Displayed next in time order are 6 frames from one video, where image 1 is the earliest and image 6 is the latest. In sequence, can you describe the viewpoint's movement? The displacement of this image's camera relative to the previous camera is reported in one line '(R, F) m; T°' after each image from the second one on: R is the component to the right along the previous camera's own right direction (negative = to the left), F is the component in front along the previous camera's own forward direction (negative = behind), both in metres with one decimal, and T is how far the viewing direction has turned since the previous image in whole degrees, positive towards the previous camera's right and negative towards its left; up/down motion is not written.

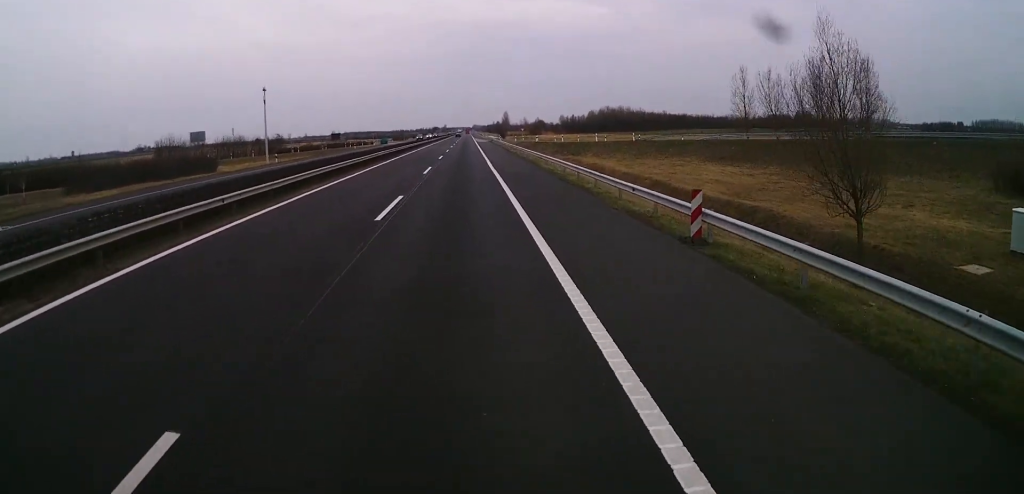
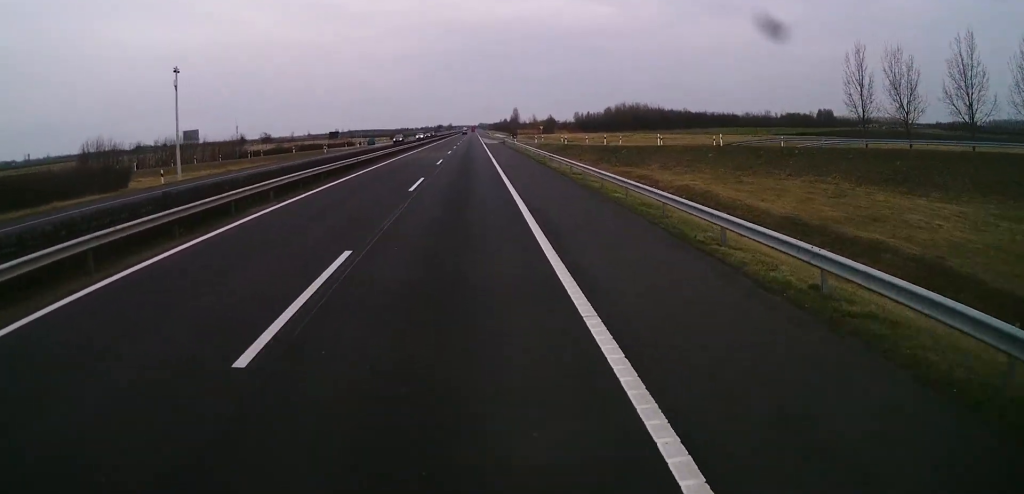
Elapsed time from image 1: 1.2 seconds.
(0.0, +28.6) m; 0°
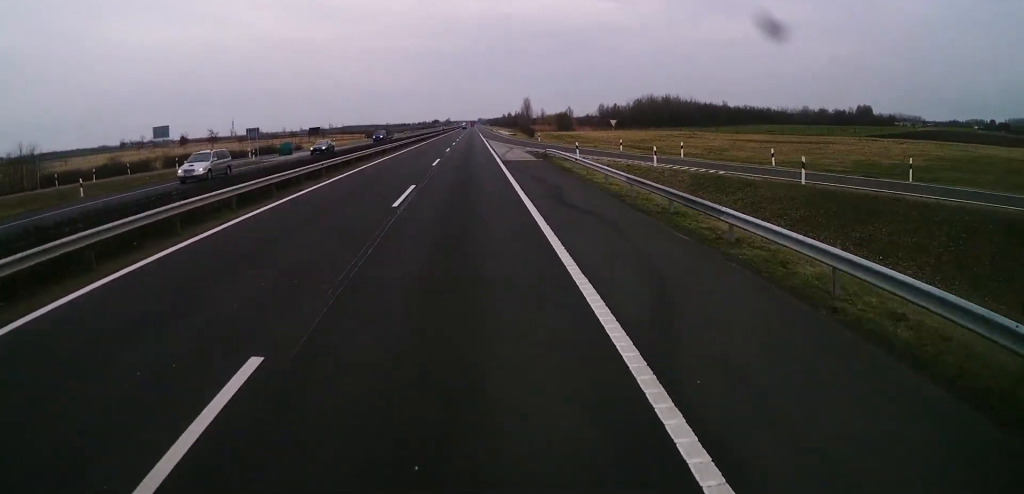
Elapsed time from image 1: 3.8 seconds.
(+0.3, +60.1) m; 0°
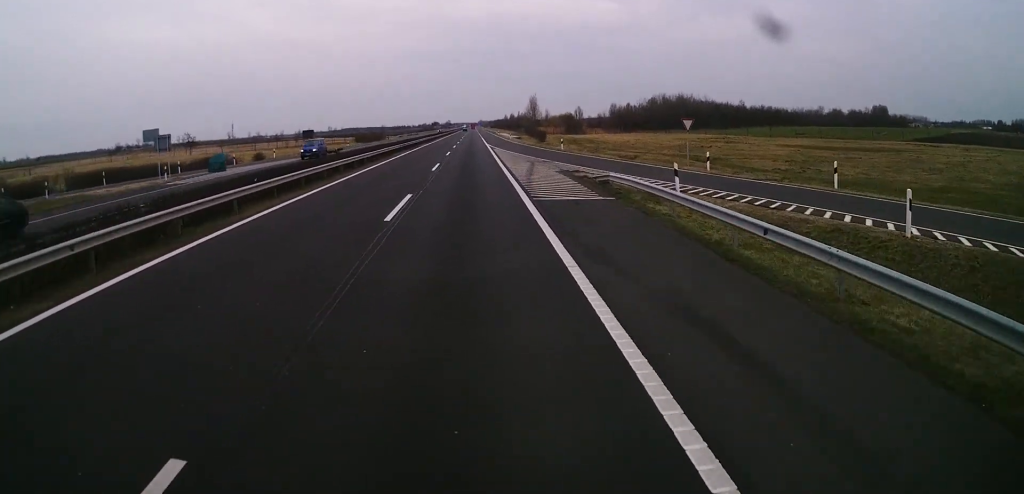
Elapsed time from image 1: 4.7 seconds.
(-0.3, +20.0) m; 0°
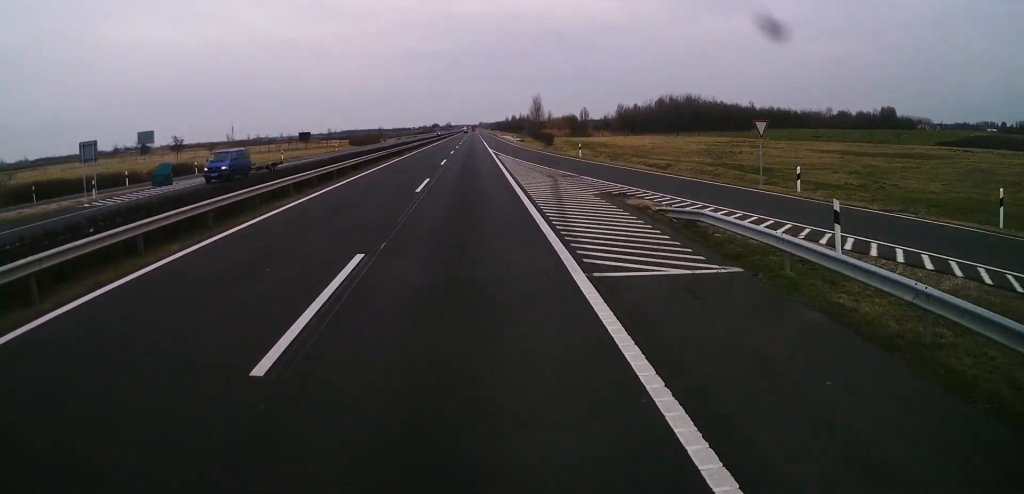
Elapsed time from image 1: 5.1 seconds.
(-0.2, +10.0) m; 0°
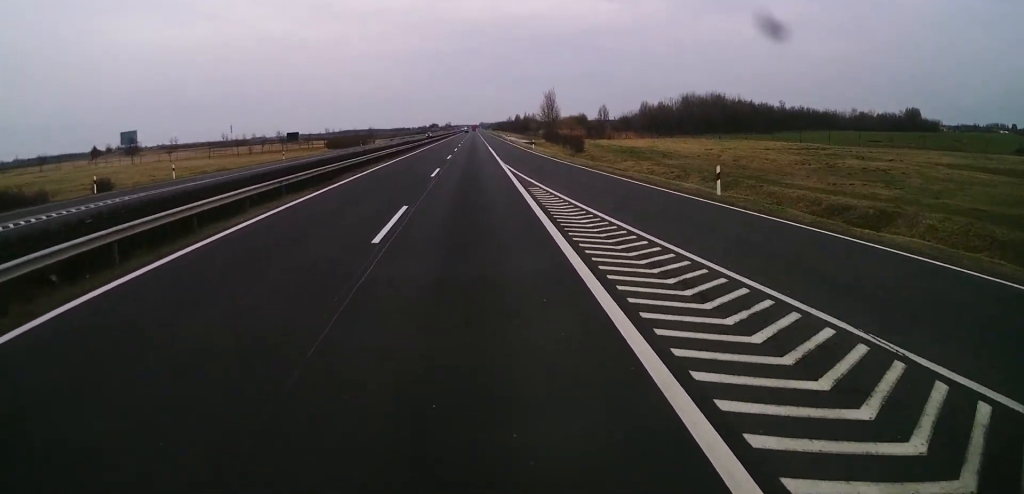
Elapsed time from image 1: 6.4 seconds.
(+0.4, +29.5) m; 0°
